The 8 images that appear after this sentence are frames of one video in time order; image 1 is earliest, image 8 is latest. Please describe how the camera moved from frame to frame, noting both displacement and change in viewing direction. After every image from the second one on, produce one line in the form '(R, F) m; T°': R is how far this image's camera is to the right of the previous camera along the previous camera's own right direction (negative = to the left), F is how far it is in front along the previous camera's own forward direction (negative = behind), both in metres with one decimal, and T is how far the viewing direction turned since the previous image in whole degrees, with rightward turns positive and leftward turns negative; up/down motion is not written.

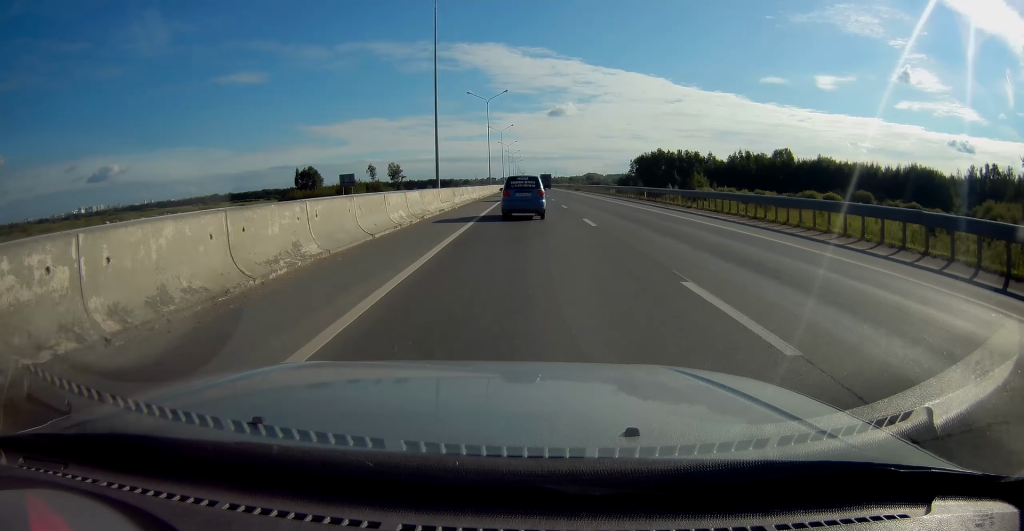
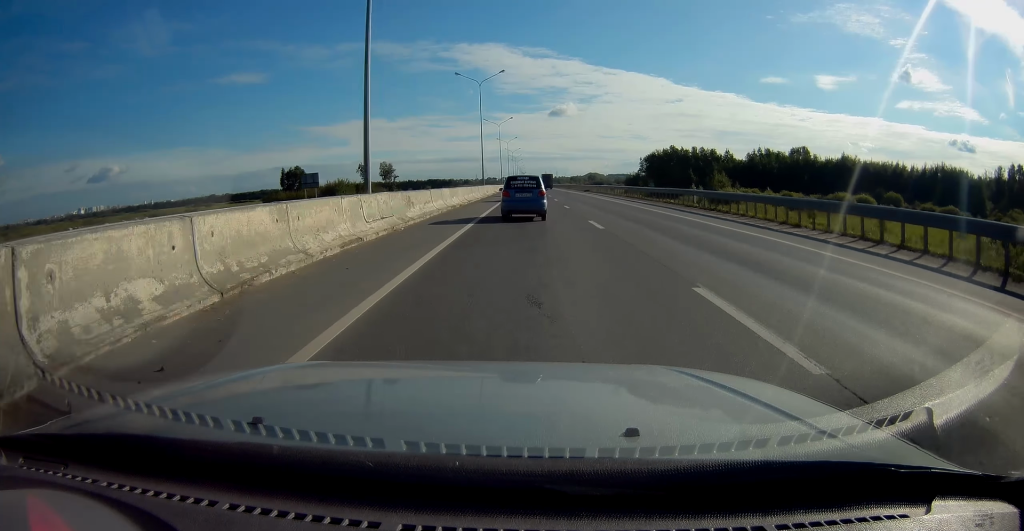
(0.0, +12.2) m; 0°
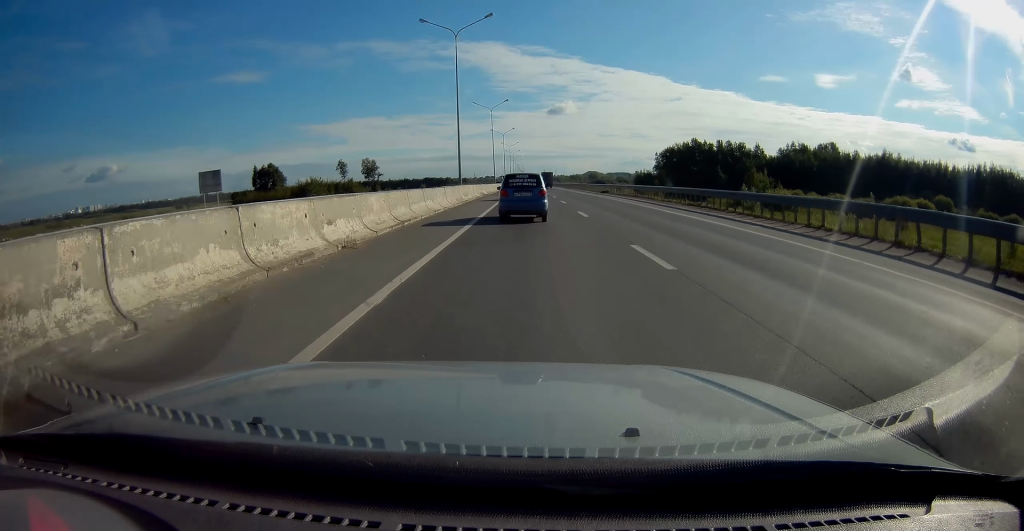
(0.0, +17.5) m; 0°
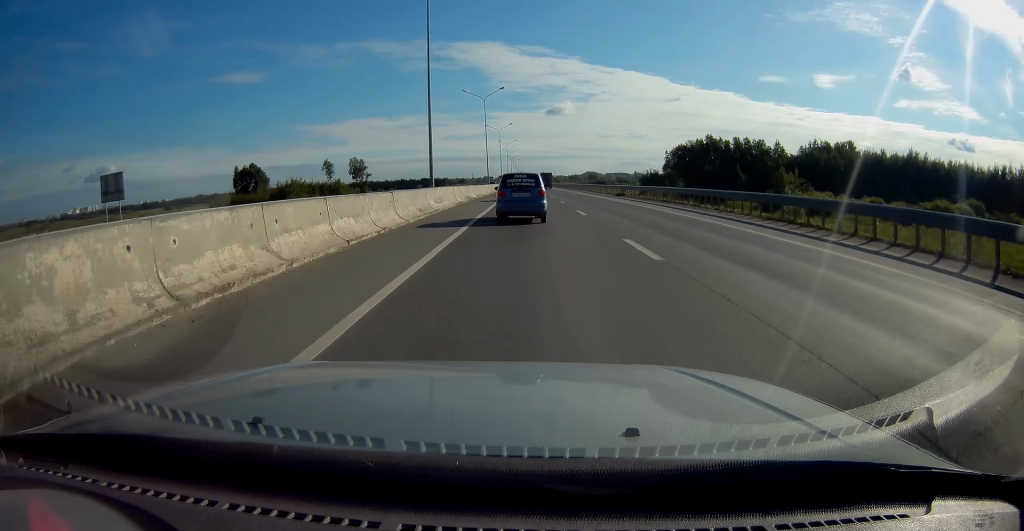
(0.0, +9.9) m; 0°
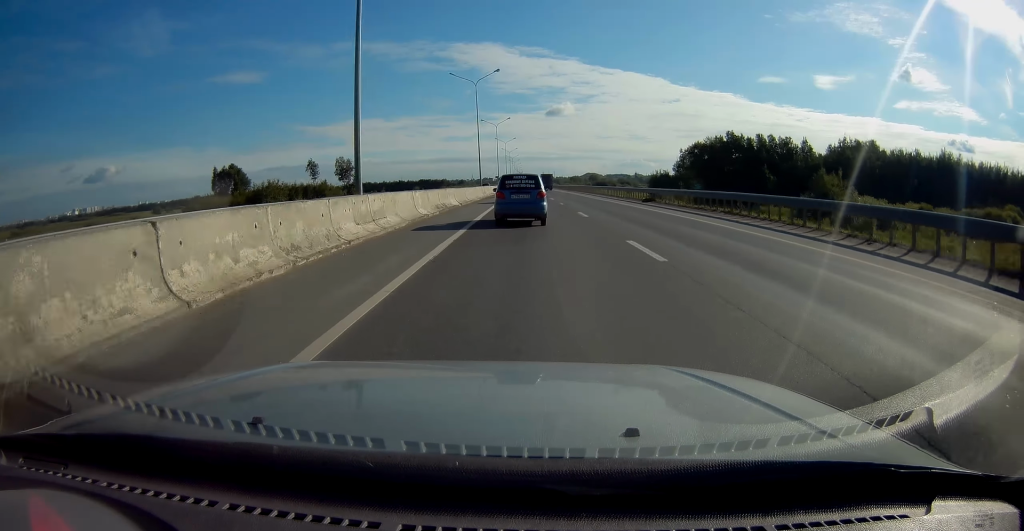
(0.0, +10.6) m; 0°
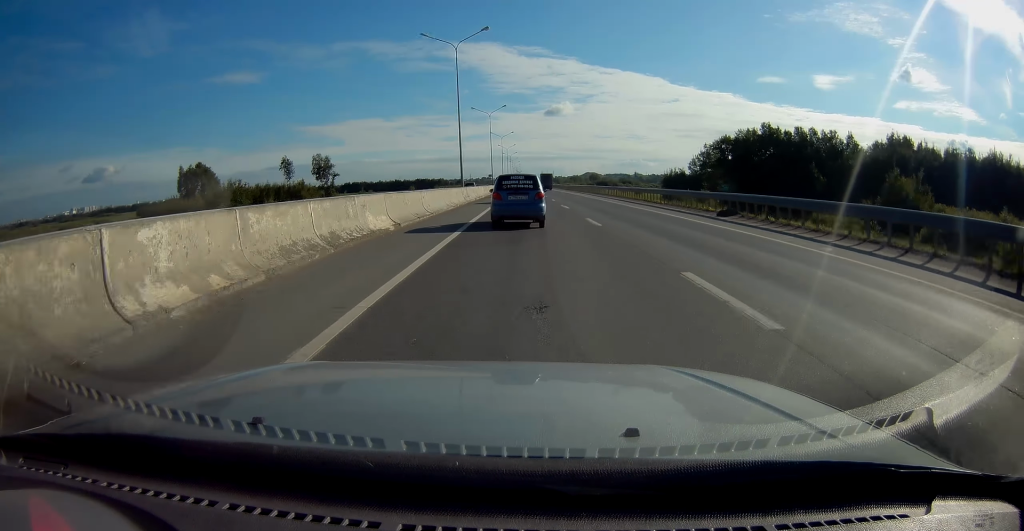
(0.0, +15.2) m; 0°
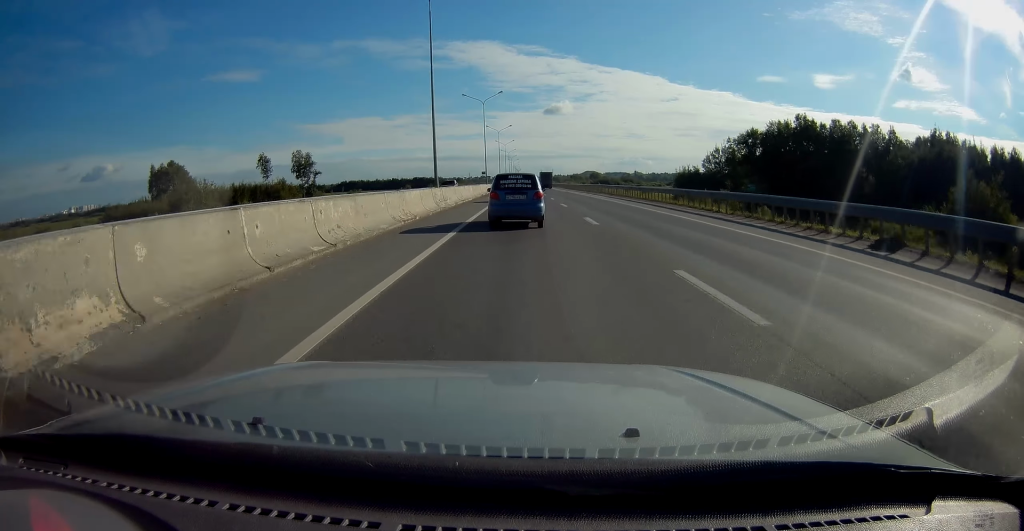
(0.0, +12.0) m; 0°
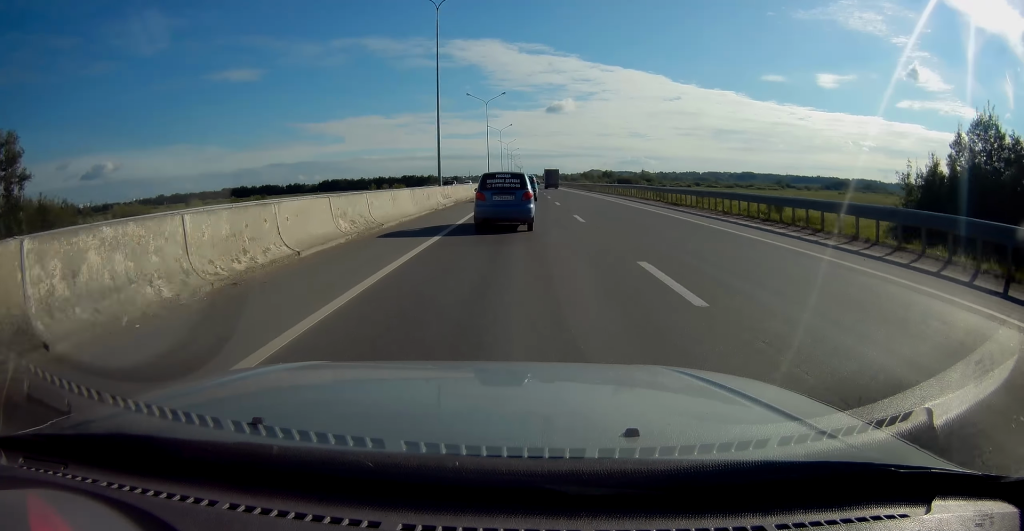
(-0.2, +89.9) m; 0°
